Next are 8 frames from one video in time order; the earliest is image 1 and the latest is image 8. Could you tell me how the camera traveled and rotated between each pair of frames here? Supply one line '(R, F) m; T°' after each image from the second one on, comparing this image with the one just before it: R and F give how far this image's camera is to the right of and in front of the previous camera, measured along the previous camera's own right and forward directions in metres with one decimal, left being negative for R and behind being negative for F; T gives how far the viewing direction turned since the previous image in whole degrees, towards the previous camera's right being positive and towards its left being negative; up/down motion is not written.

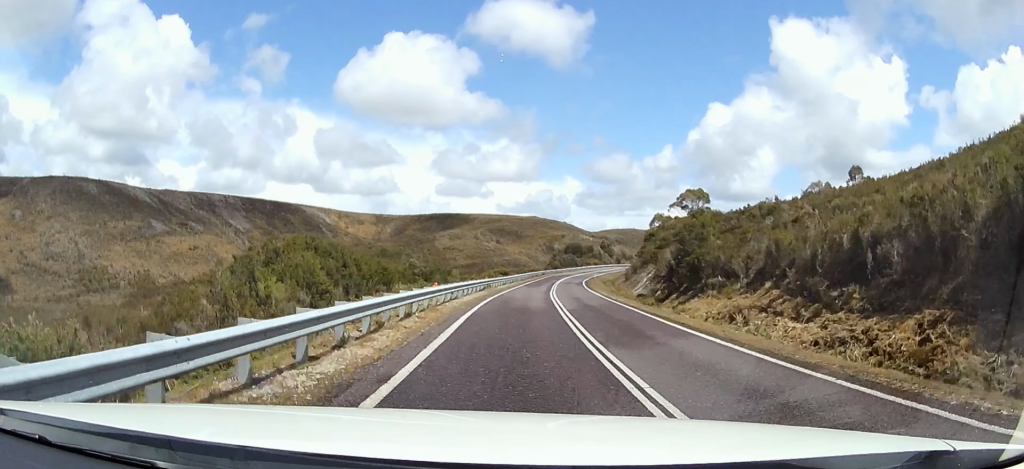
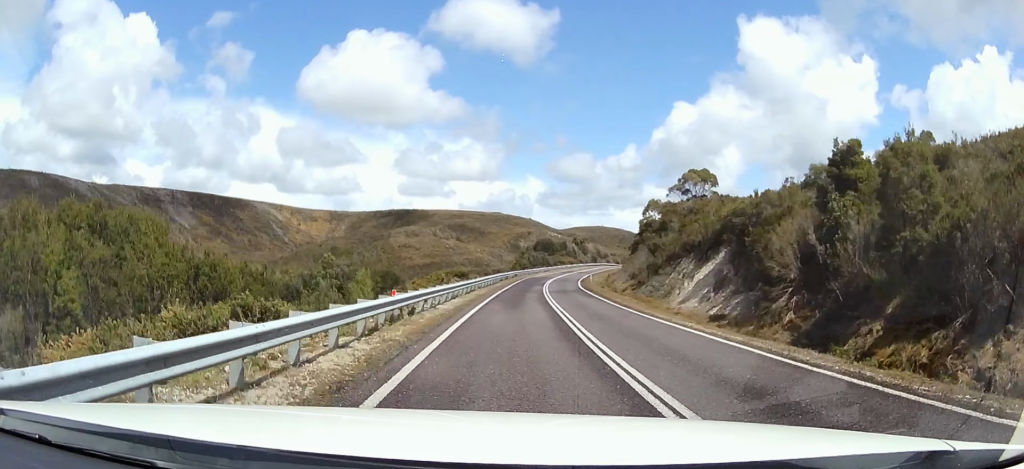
(+1.5, +26.0) m; +1°
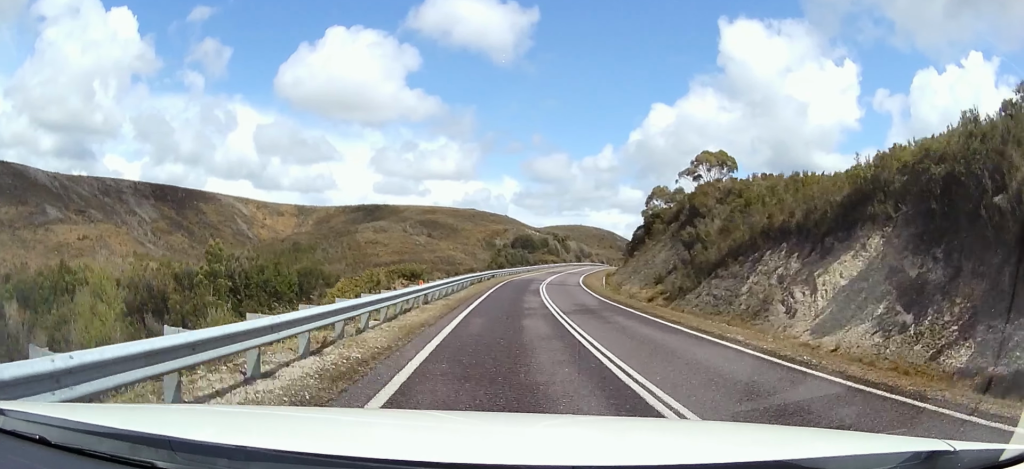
(-0.9, +19.4) m; +1°
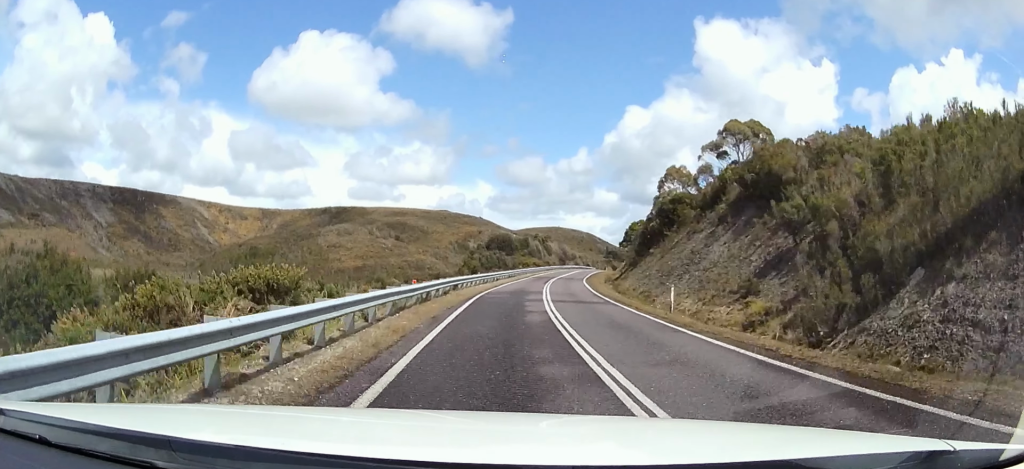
(+1.2, +20.9) m; +3°
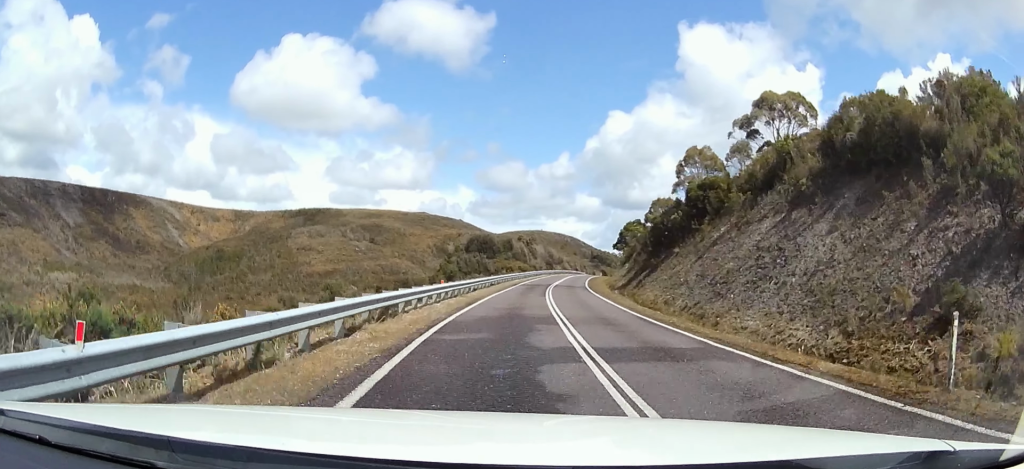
(0.0, +14.7) m; 0°
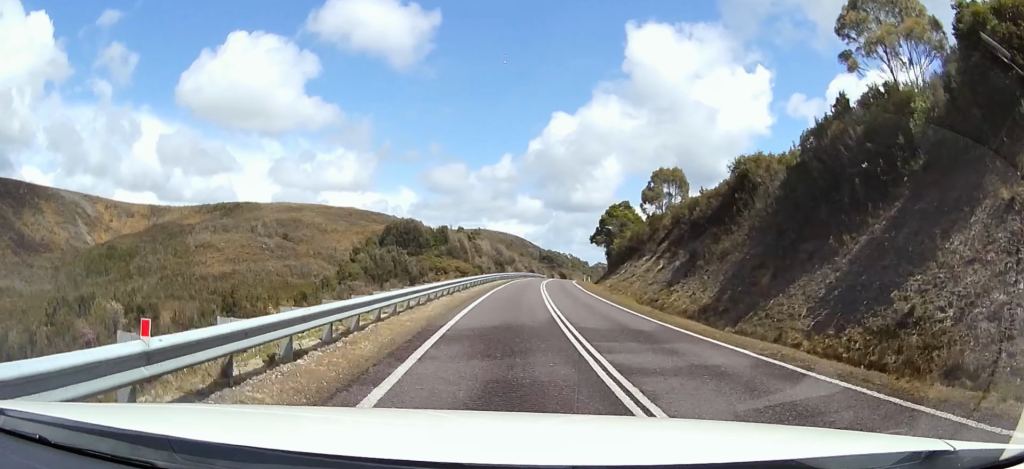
(+2.2, +38.5) m; +7°
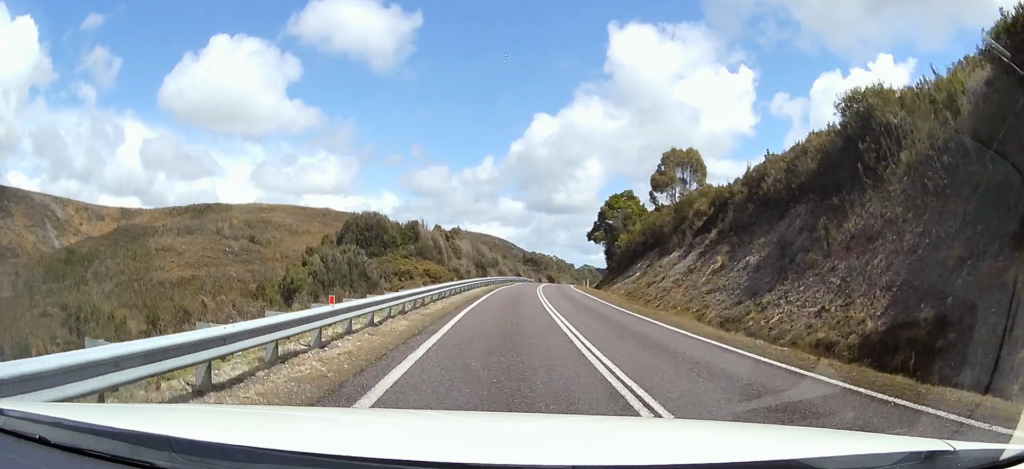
(+0.3, +14.2) m; +3°
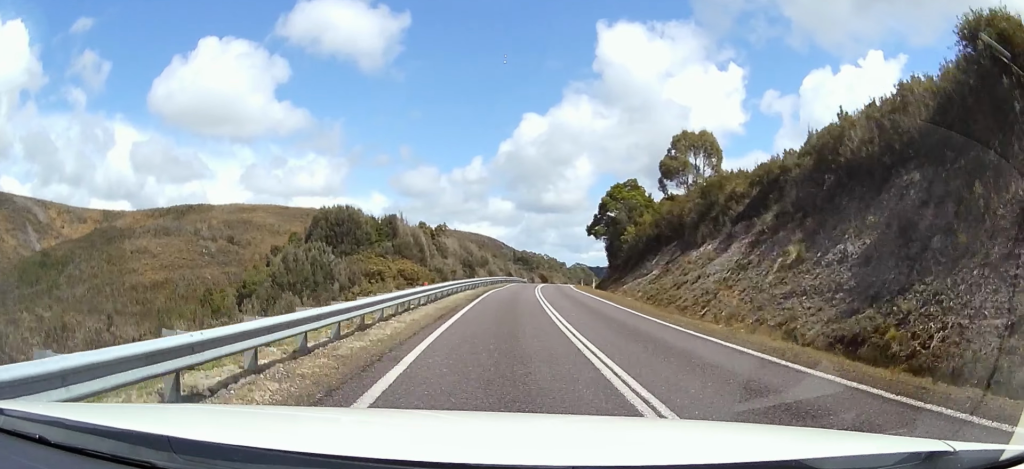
(-0.2, +8.6) m; +2°
